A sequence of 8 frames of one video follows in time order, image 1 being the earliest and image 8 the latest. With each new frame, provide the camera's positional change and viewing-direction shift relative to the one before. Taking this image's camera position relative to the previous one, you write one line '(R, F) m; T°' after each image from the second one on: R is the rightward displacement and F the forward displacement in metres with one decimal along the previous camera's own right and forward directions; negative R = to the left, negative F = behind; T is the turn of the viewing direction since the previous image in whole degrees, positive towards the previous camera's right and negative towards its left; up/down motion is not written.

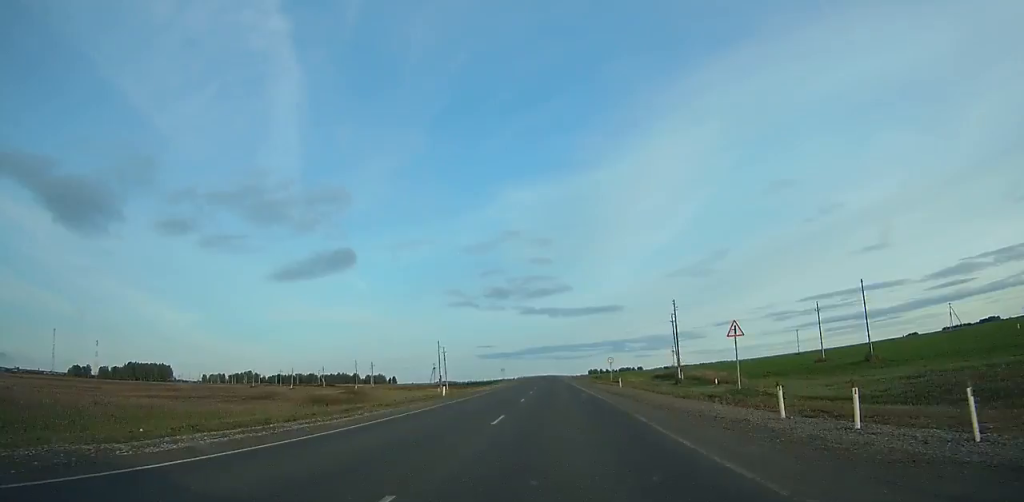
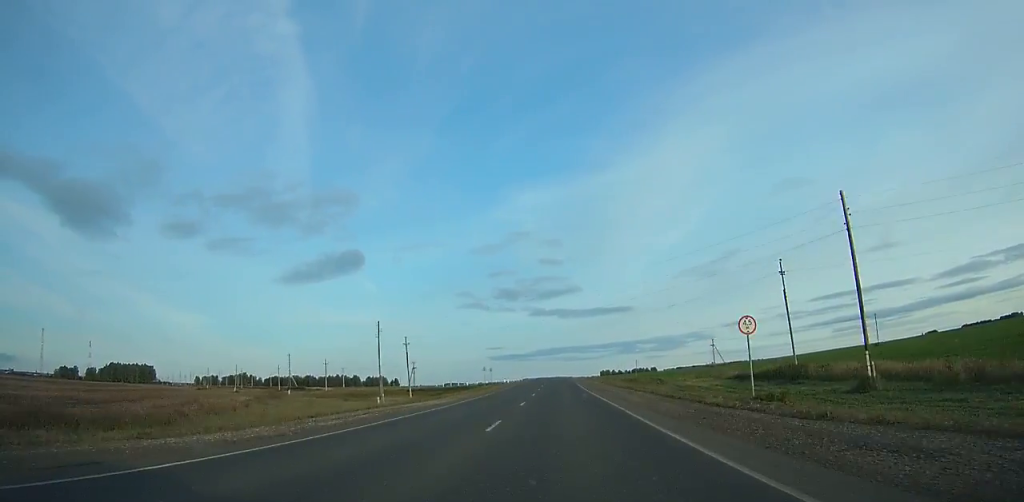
(-0.5, +50.3) m; -1°
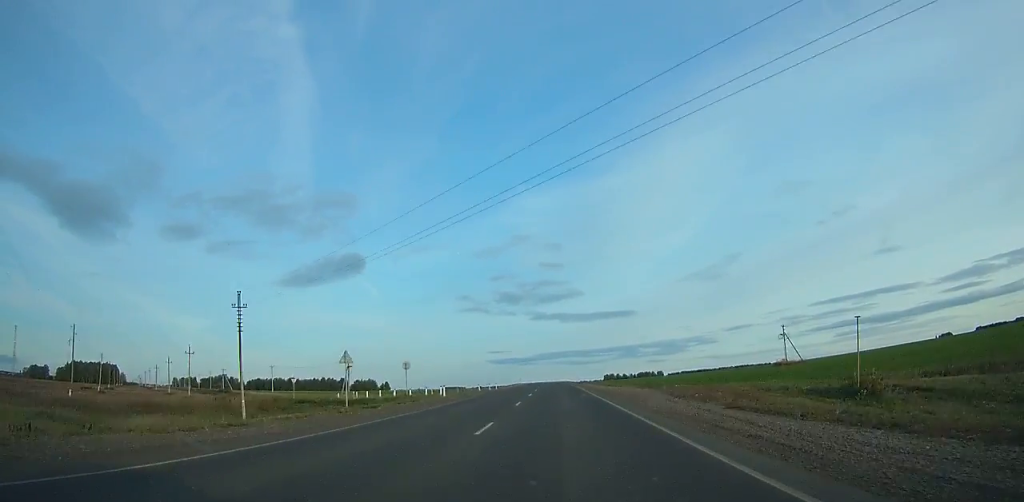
(-0.5, +63.0) m; -1°
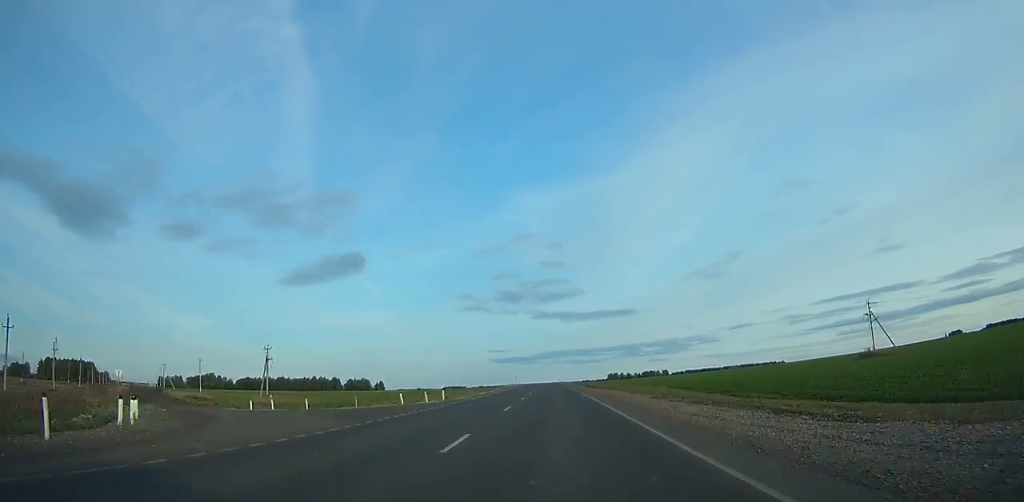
(-0.1, +40.1) m; 0°
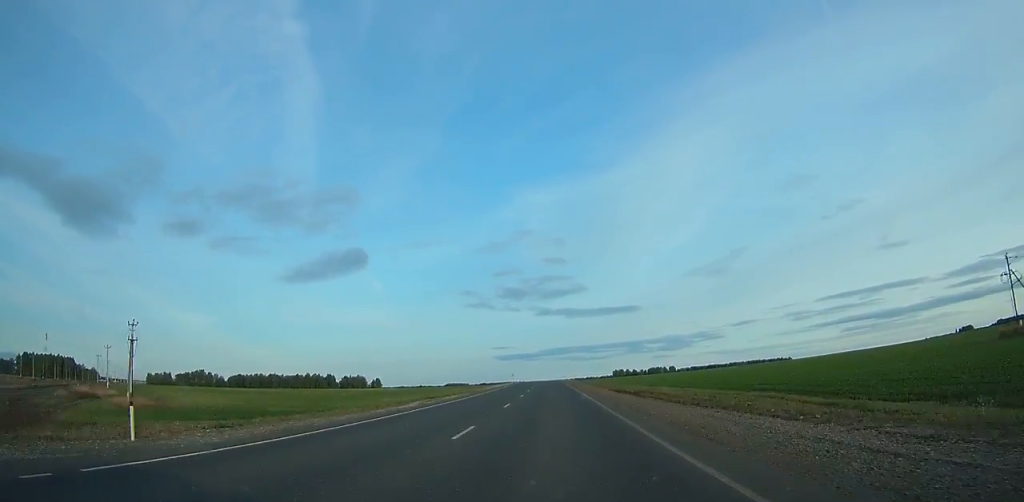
(-0.1, +34.0) m; 0°
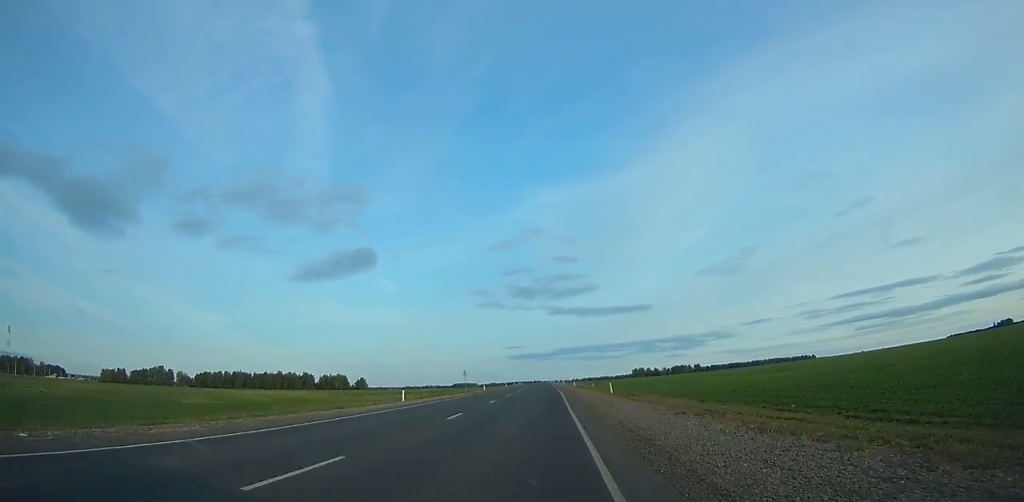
(-1.1, +109.8) m; -1°
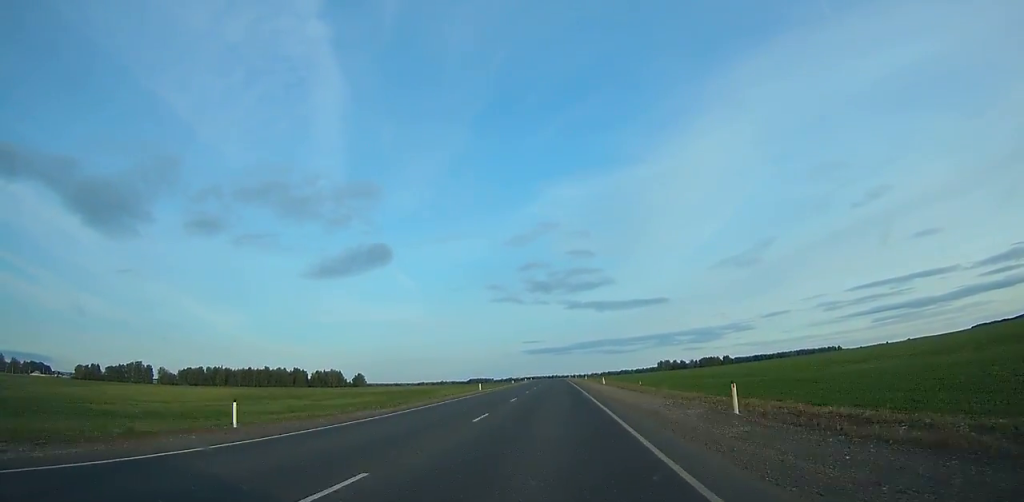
(-0.8, +71.2) m; -1°
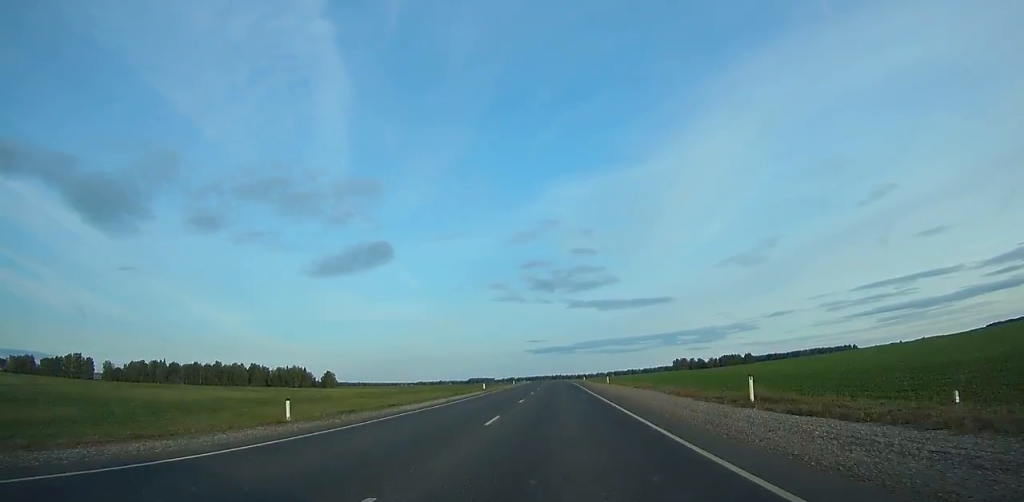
(-0.7, +96.0) m; -1°
